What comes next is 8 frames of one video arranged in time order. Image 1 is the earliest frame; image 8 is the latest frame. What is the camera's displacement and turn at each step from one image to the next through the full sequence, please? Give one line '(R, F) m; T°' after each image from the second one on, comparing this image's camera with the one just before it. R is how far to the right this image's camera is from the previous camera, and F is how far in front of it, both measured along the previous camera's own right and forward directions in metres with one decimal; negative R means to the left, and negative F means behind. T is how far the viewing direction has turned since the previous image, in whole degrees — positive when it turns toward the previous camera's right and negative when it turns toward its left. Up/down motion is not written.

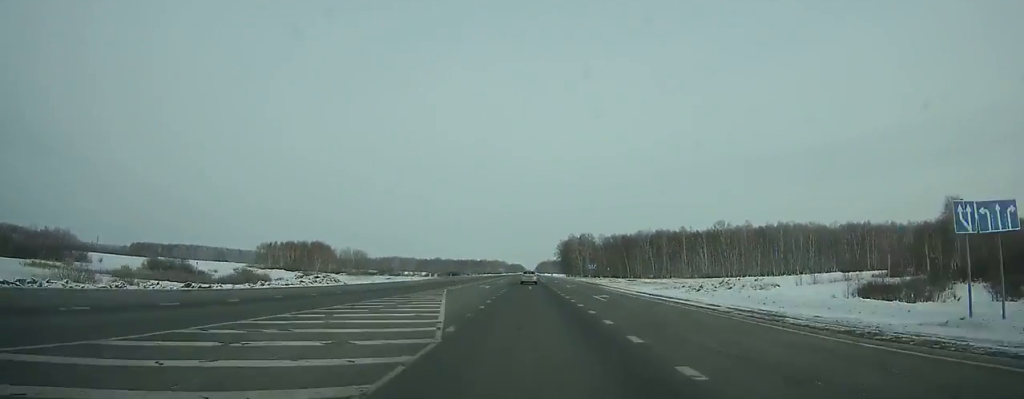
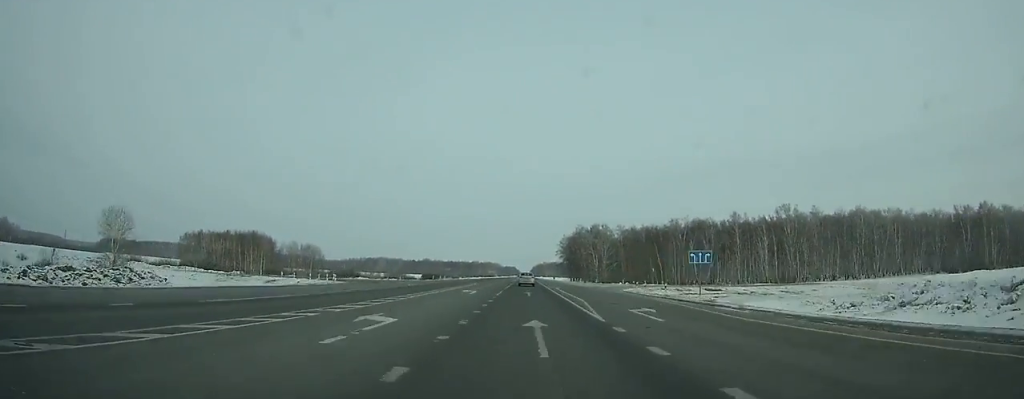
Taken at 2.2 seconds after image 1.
(+0.2, +61.7) m; 0°
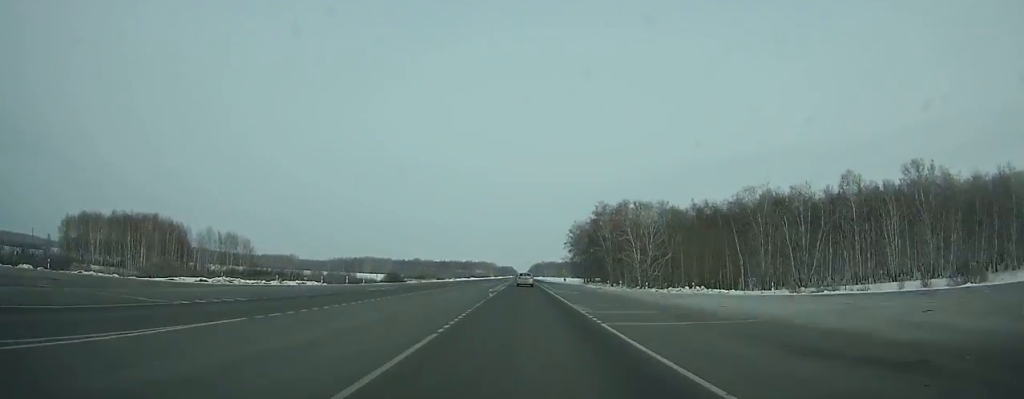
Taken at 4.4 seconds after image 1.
(+0.1, +61.3) m; 0°
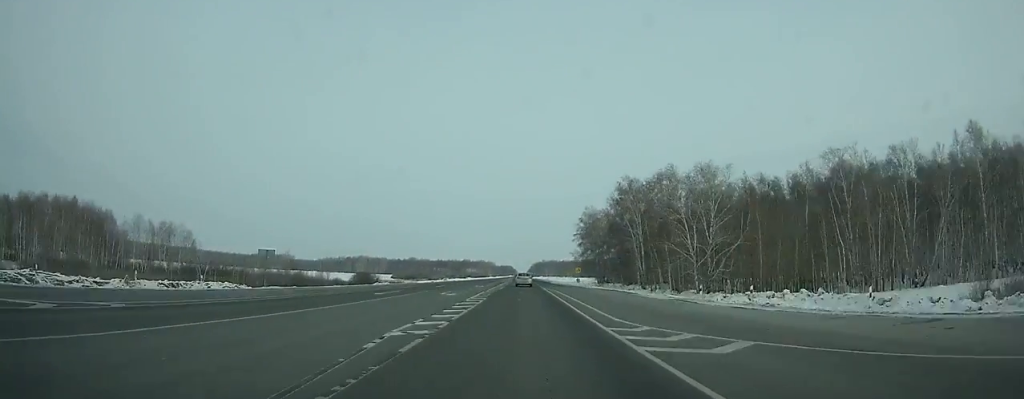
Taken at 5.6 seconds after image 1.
(0.0, +33.3) m; 0°
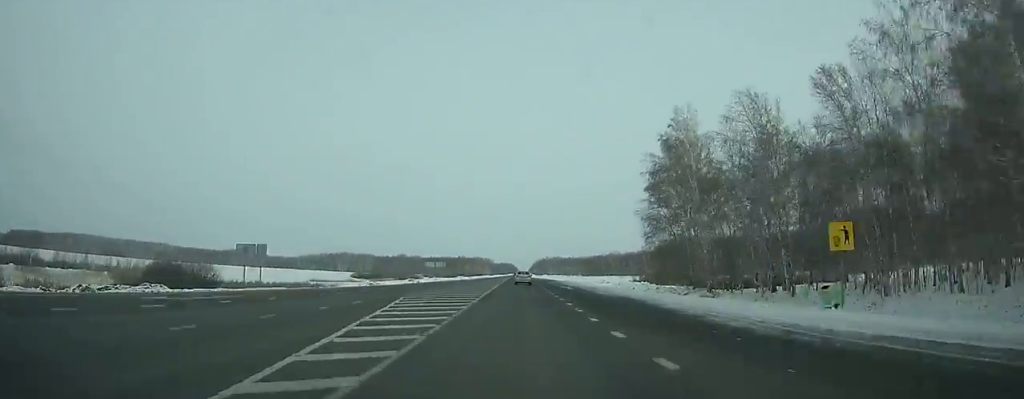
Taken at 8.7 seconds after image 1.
(+0.1, +85.8) m; 0°
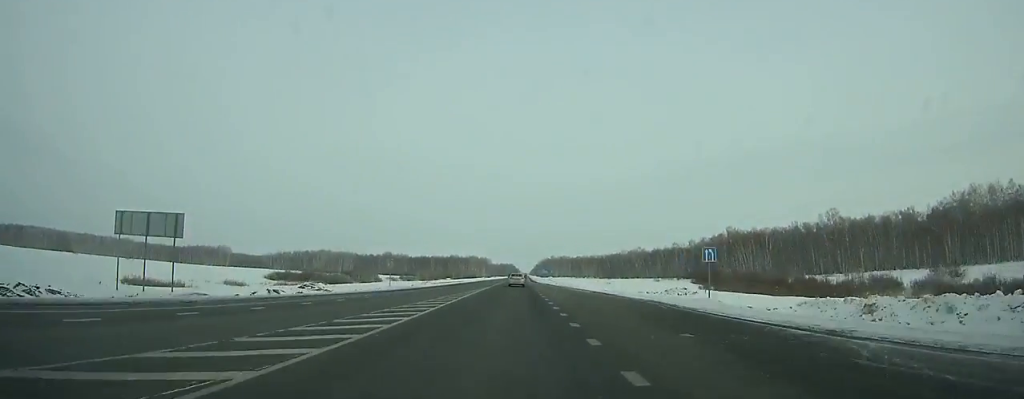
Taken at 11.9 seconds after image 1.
(+0.1, +88.7) m; 0°
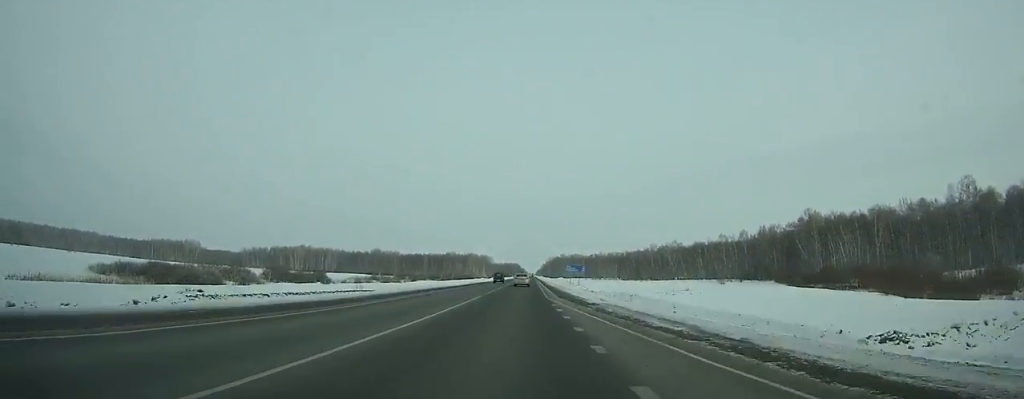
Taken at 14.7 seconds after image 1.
(-0.2, +77.8) m; 0°
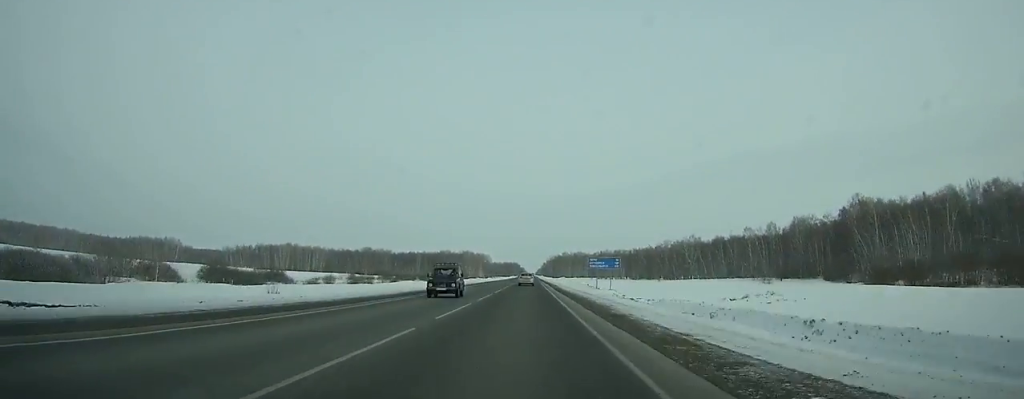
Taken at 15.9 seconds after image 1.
(-0.1, +33.4) m; 0°
